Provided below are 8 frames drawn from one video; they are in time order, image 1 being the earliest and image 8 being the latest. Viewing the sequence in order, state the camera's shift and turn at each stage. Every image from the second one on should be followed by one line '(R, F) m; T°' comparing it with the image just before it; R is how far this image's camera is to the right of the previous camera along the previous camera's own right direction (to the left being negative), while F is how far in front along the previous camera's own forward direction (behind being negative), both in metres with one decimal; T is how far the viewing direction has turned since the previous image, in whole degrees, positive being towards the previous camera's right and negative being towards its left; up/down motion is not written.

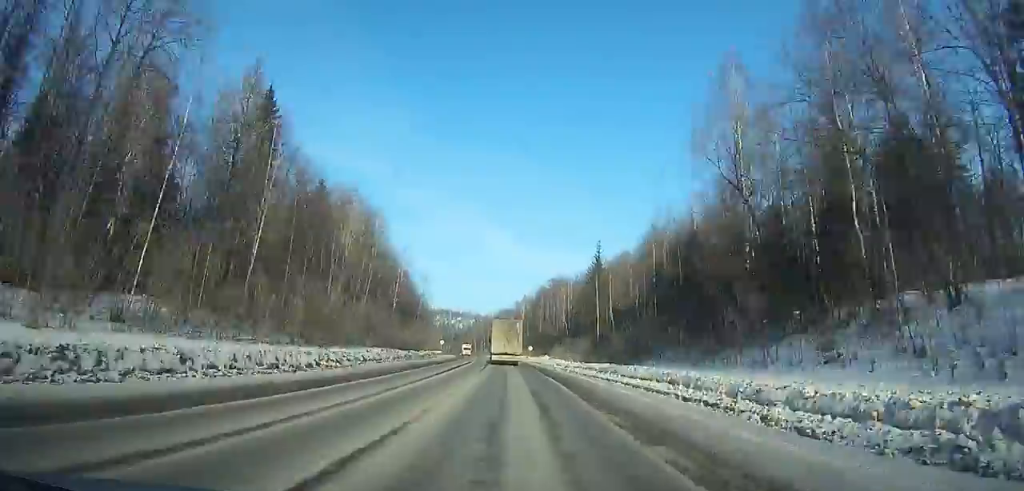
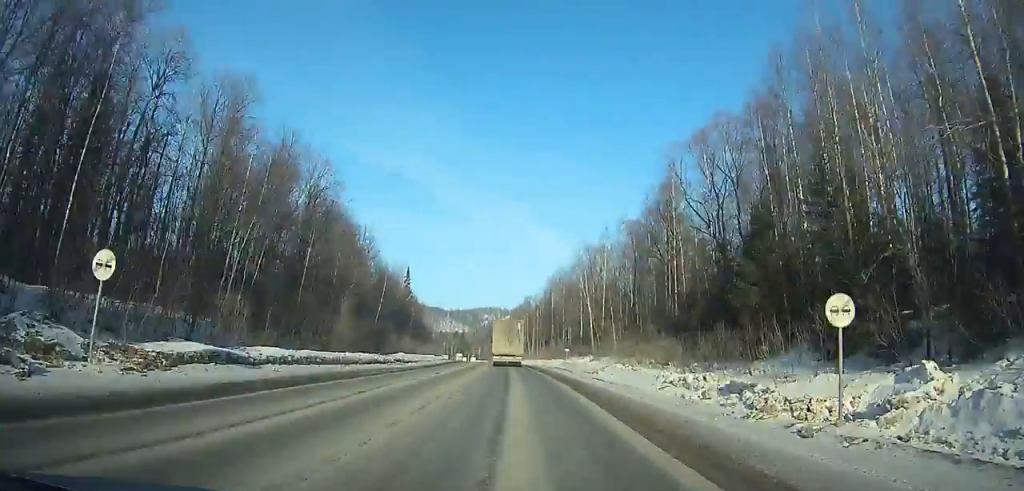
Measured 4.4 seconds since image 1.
(-3.2, +96.4) m; -4°
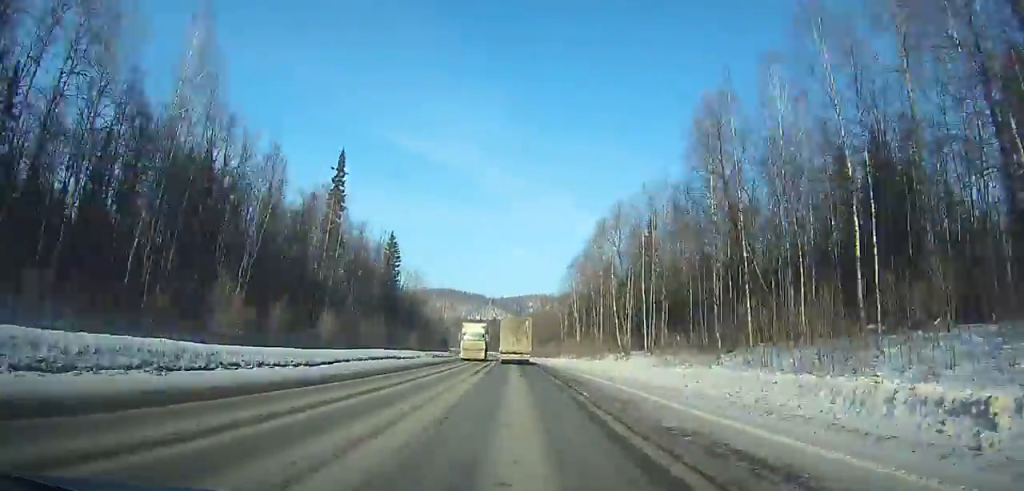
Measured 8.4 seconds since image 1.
(-3.0, +88.1) m; -3°
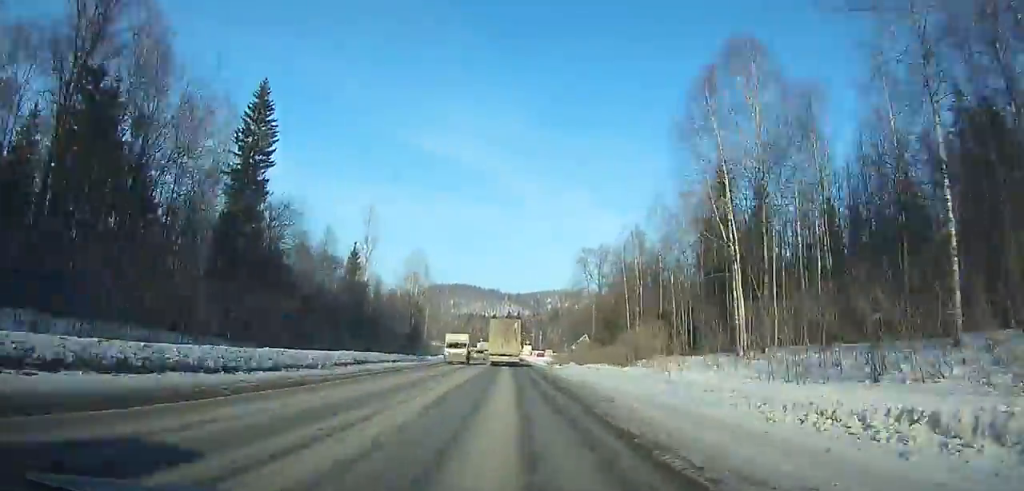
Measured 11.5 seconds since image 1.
(-1.6, +69.0) m; -2°
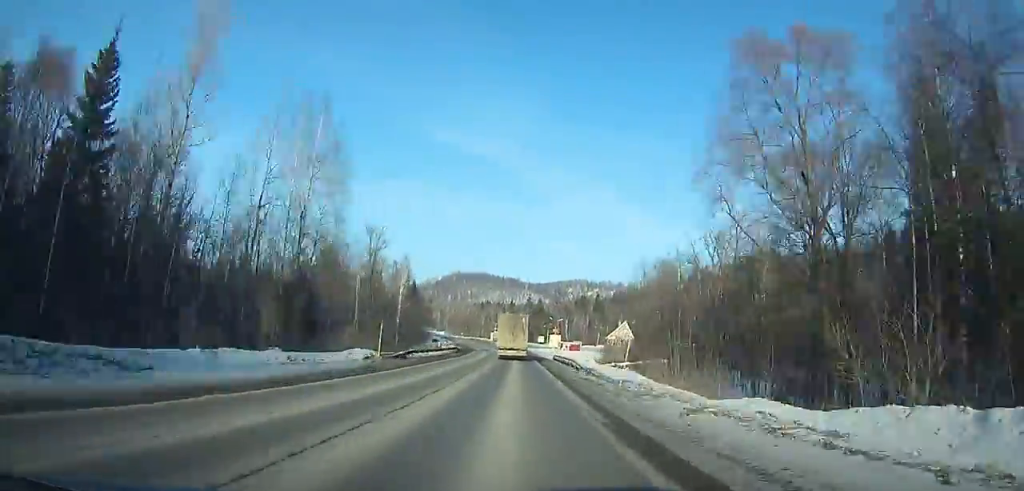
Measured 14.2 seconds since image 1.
(-1.0, +60.5) m; -2°
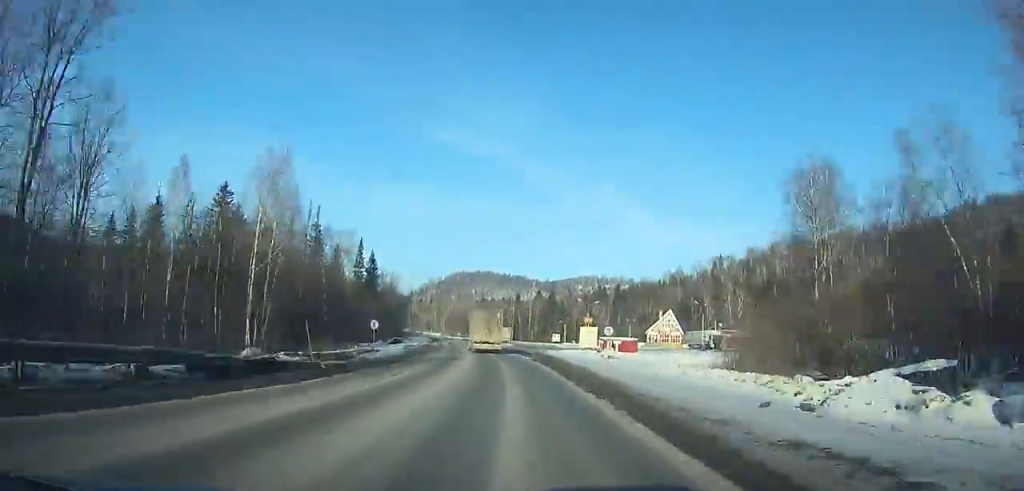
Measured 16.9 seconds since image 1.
(-0.9, +61.0) m; -3°
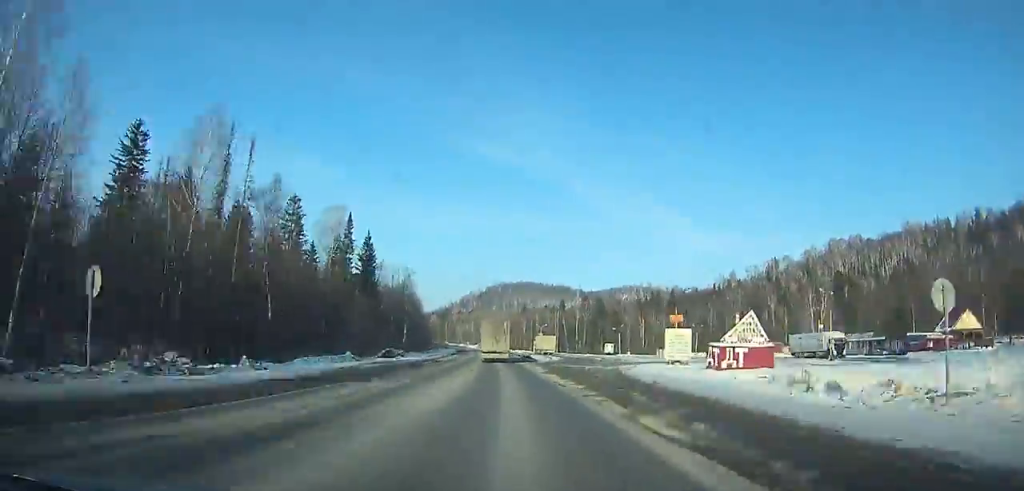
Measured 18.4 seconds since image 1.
(-1.6, +34.1) m; -2°
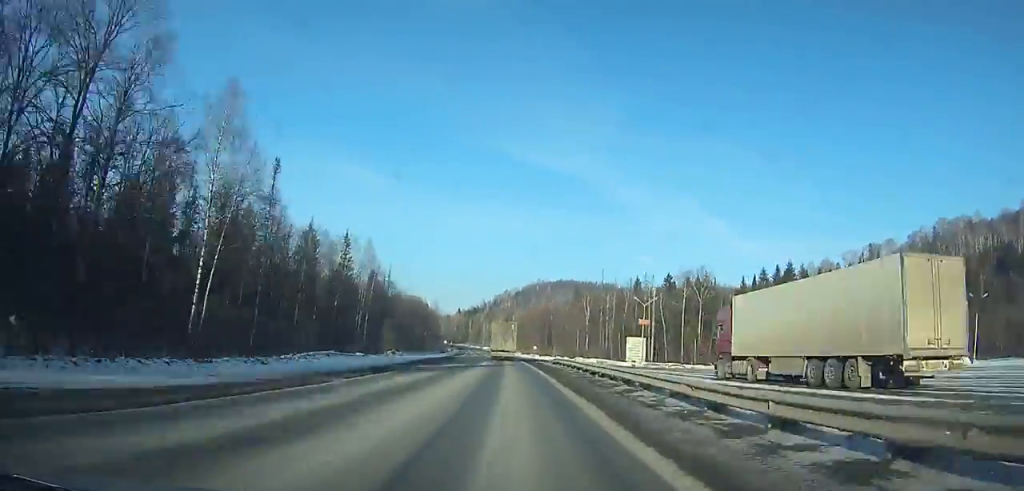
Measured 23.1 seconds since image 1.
(-3.5, +107.7) m; -3°
